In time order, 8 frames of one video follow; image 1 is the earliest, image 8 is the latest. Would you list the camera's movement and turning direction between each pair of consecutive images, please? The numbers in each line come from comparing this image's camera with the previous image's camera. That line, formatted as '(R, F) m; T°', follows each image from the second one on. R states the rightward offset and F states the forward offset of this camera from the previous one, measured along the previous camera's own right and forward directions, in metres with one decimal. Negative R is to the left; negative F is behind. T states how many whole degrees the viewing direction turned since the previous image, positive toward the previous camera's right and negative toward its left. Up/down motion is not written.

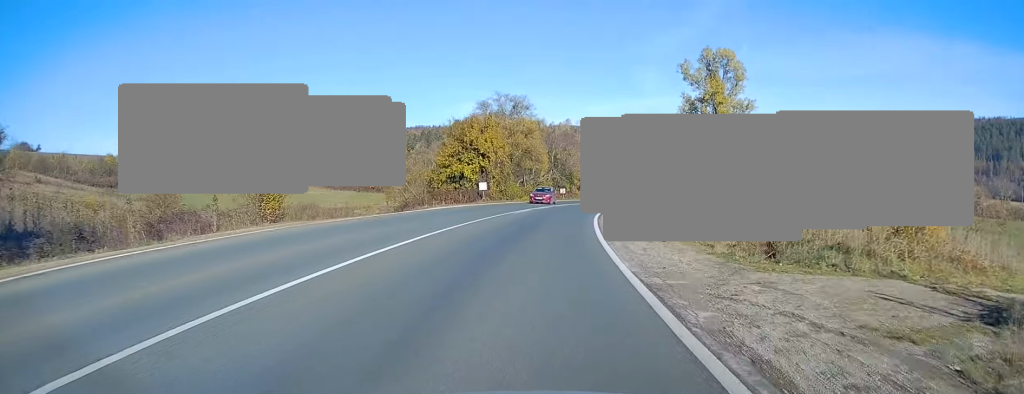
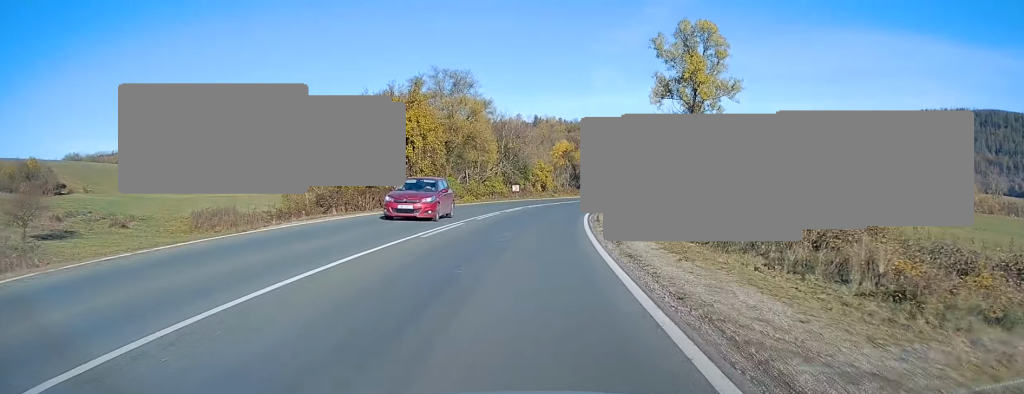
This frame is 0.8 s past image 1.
(+0.6, +17.0) m; +4°
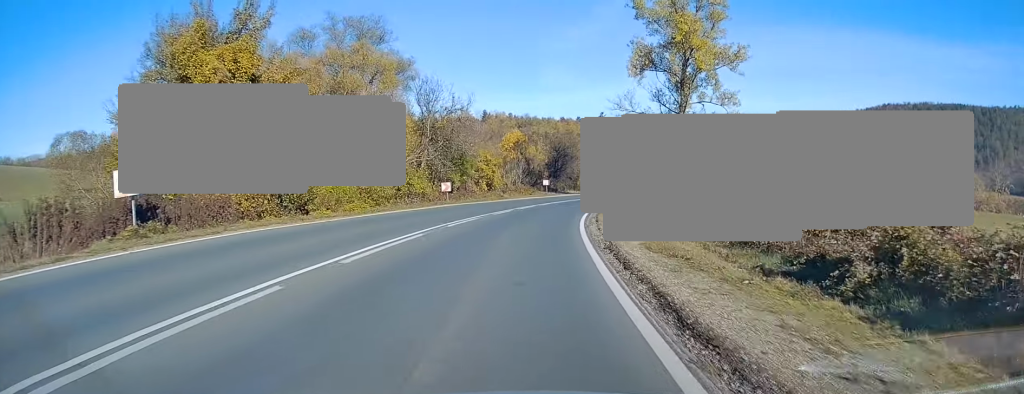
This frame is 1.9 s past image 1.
(+0.9, +21.9) m; +5°
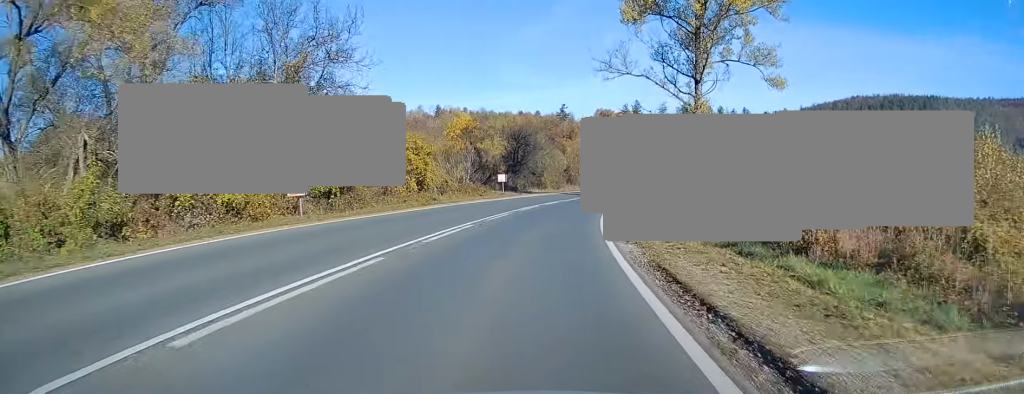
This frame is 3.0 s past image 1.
(+1.1, +23.3) m; +5°
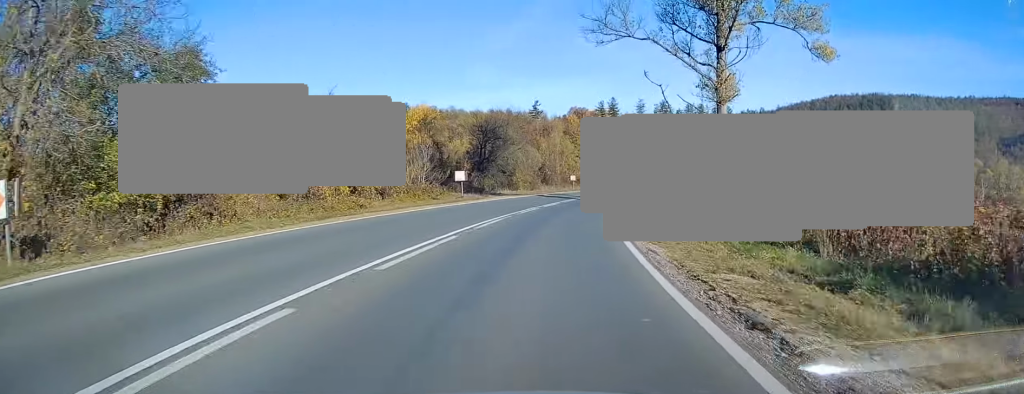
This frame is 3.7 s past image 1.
(+0.4, +13.2) m; +2°
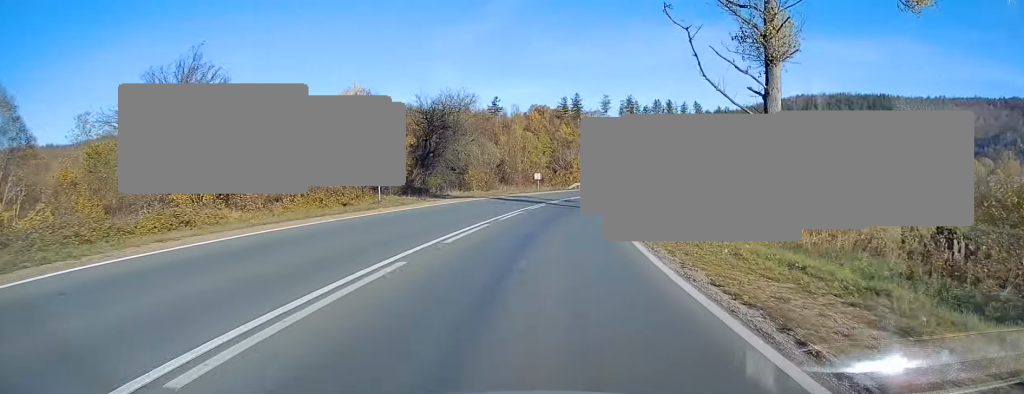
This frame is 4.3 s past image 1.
(+0.2, +14.0) m; +2°
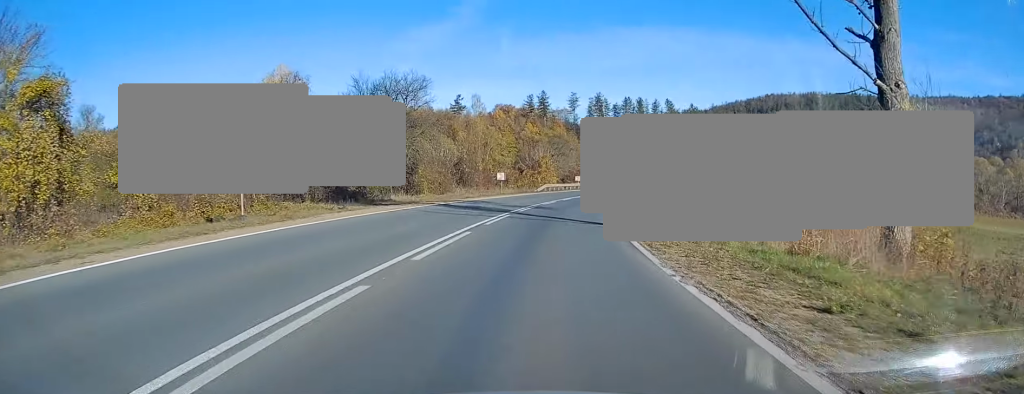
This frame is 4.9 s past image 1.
(+0.2, +11.4) m; +2°
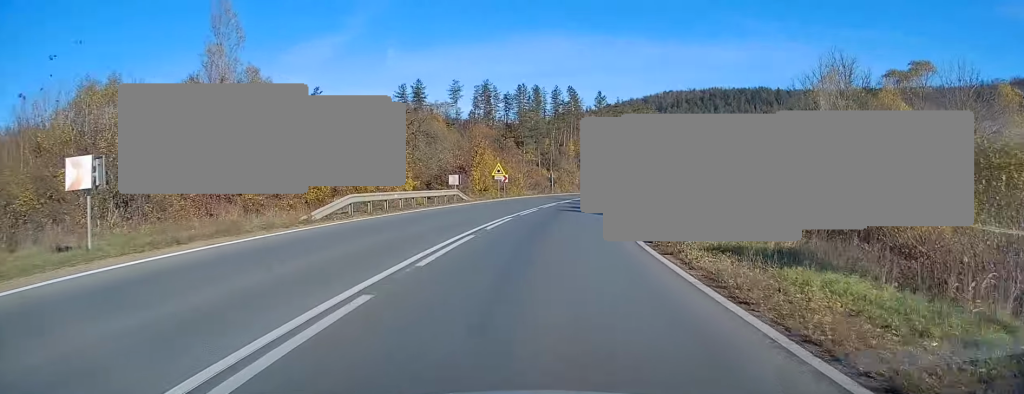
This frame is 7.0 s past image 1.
(+4.0, +46.2) m; +10°
